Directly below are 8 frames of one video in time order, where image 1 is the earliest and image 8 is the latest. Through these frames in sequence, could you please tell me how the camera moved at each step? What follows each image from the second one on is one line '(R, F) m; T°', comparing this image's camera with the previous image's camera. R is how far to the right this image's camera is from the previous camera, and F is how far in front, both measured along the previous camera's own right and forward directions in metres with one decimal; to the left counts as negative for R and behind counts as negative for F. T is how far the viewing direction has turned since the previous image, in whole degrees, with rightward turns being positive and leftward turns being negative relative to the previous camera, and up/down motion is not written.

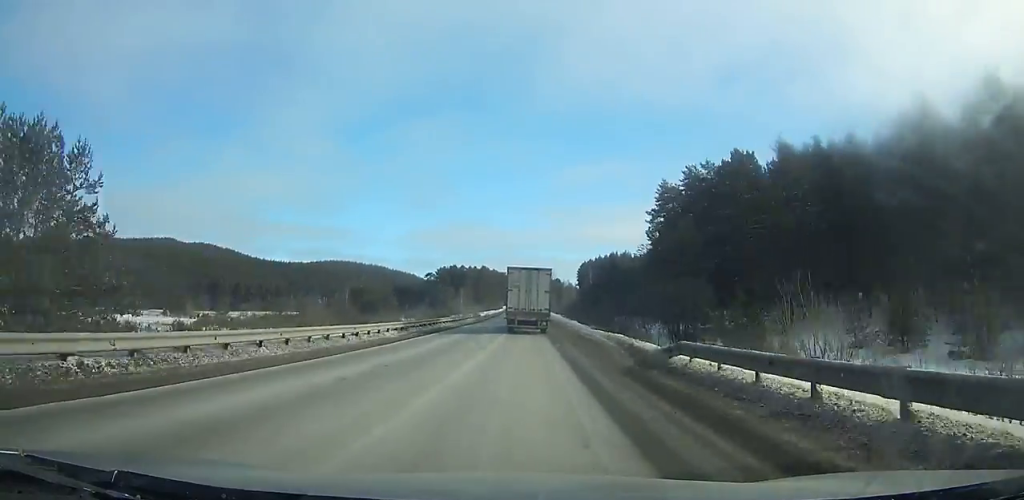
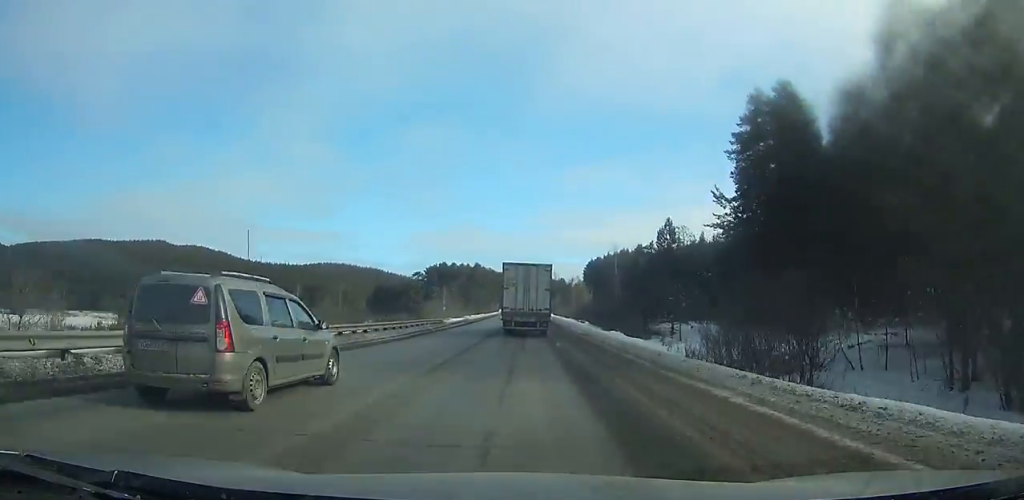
(+0.1, +40.8) m; 0°
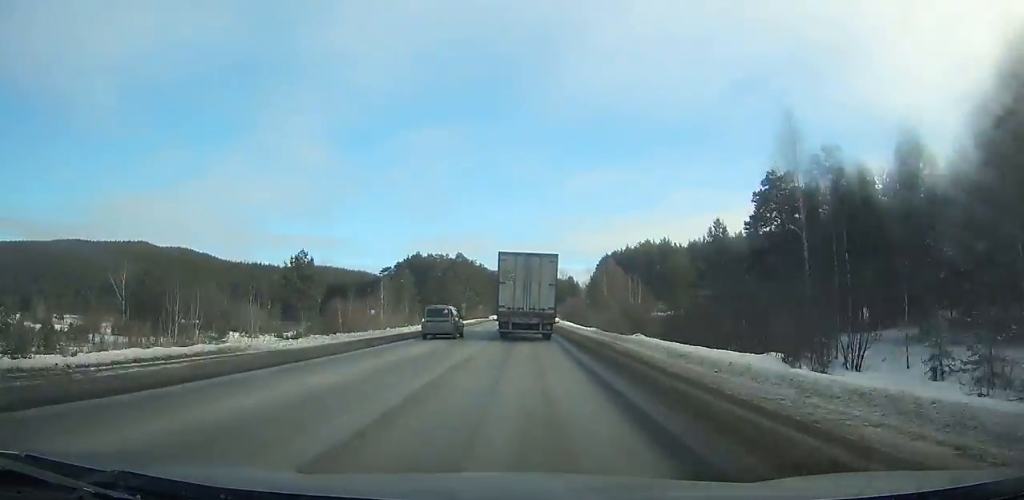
(0.0, +68.7) m; 0°
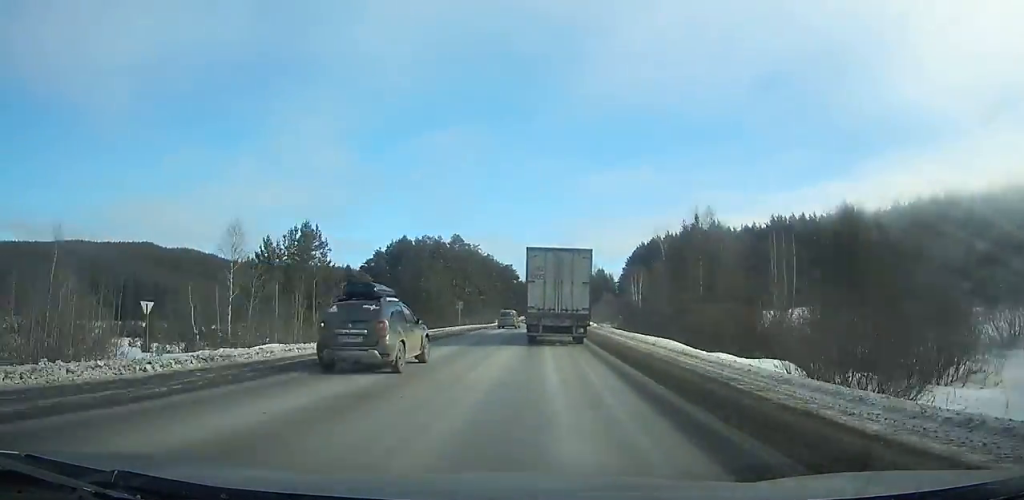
(-0.3, +53.3) m; 0°
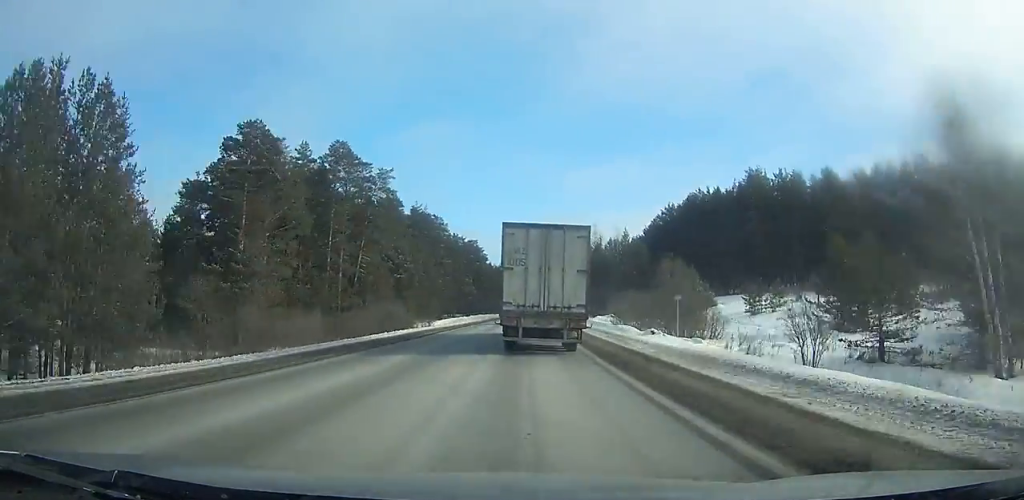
(+0.1, +79.9) m; 0°
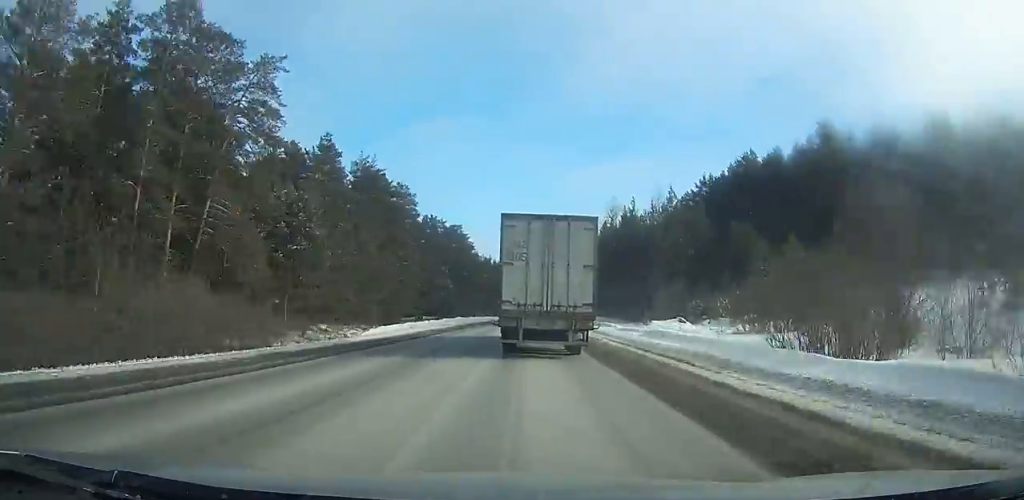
(-0.1, +37.1) m; 0°
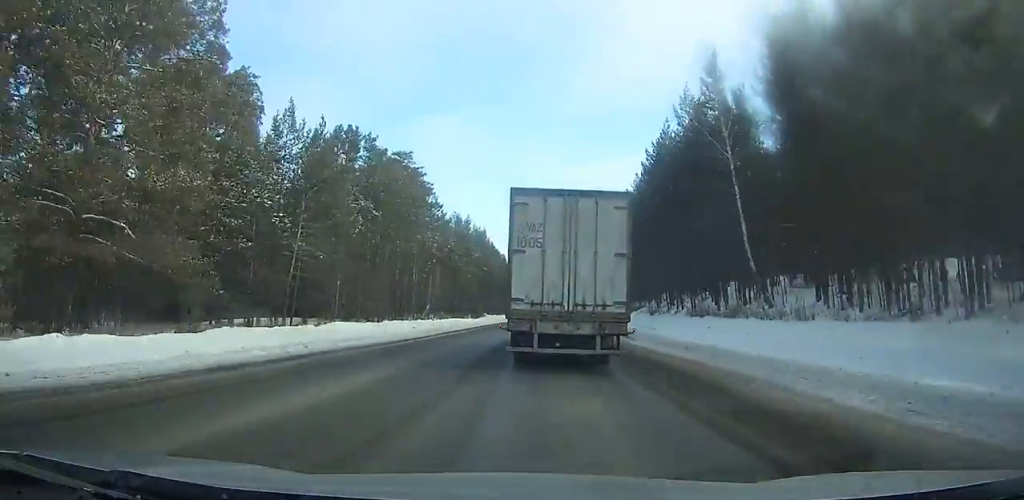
(-0.3, +67.8) m; 0°
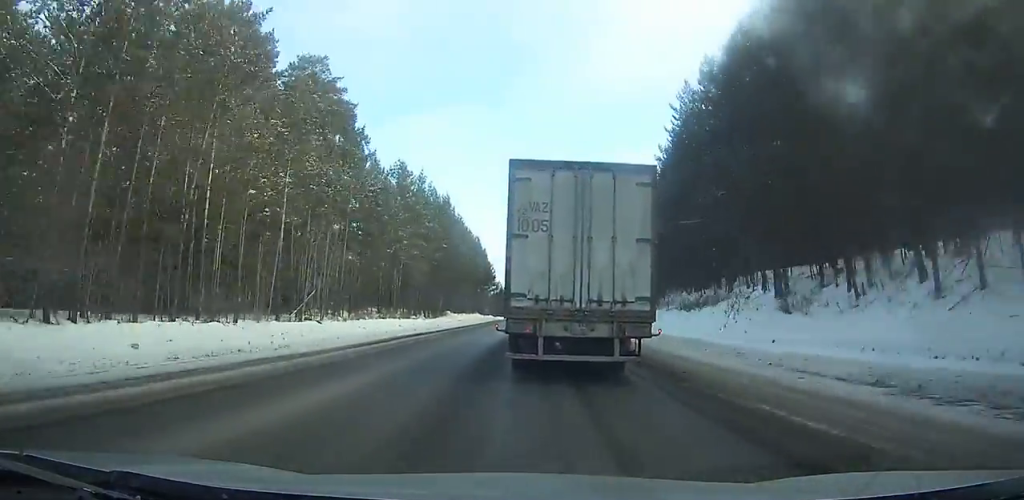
(0.0, +32.1) m; +1°
